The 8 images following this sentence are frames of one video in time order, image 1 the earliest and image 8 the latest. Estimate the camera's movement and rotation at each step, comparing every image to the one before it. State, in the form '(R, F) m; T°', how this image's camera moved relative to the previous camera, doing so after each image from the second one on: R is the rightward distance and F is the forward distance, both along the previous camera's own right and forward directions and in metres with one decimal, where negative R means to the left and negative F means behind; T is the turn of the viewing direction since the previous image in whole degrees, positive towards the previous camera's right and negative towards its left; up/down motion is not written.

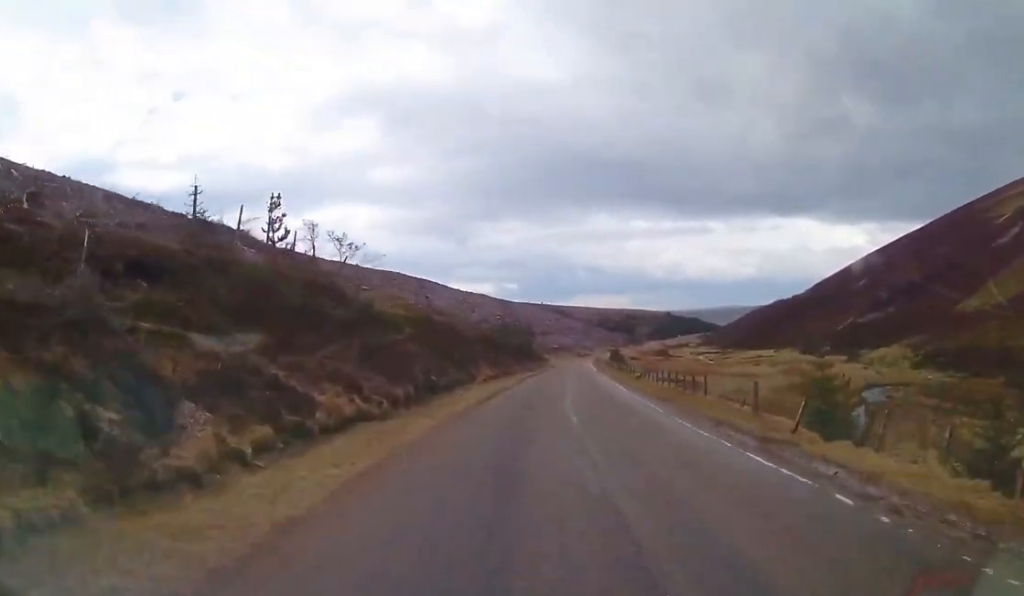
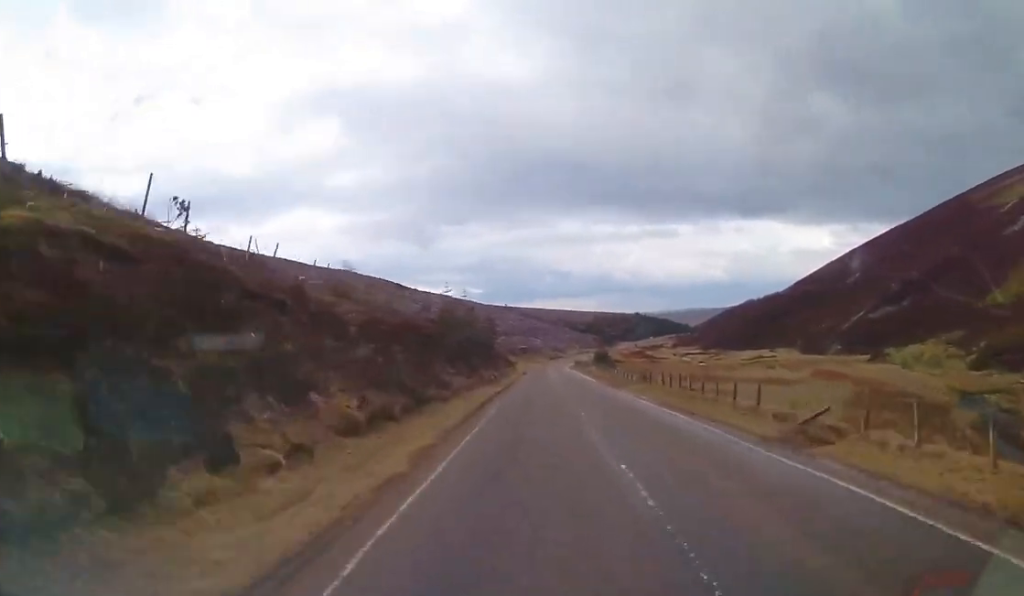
(+0.3, +26.5) m; +1°
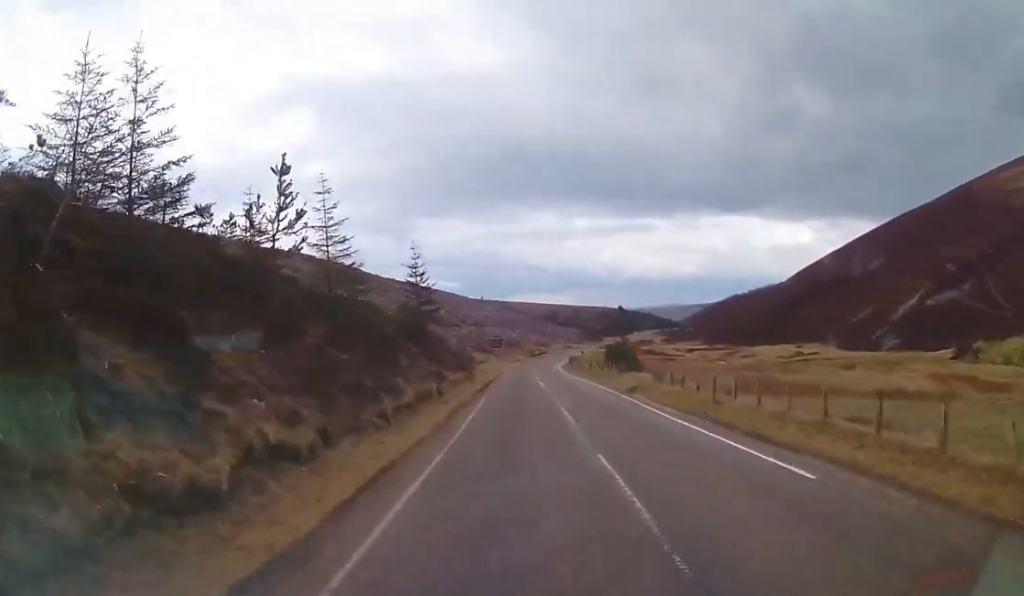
(+0.6, +37.4) m; +3°
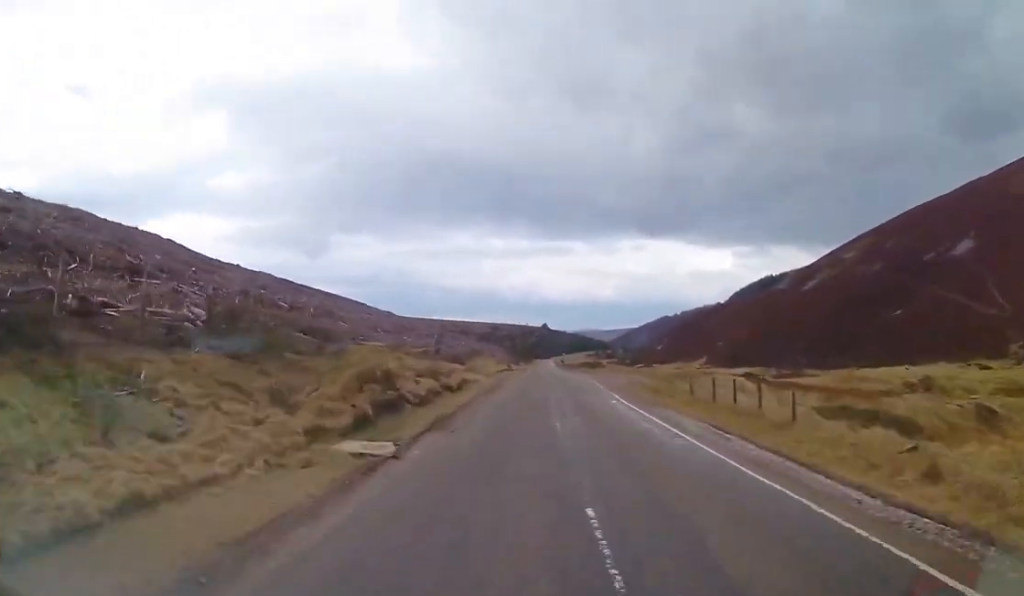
(+6.6, +95.0) m; +8°
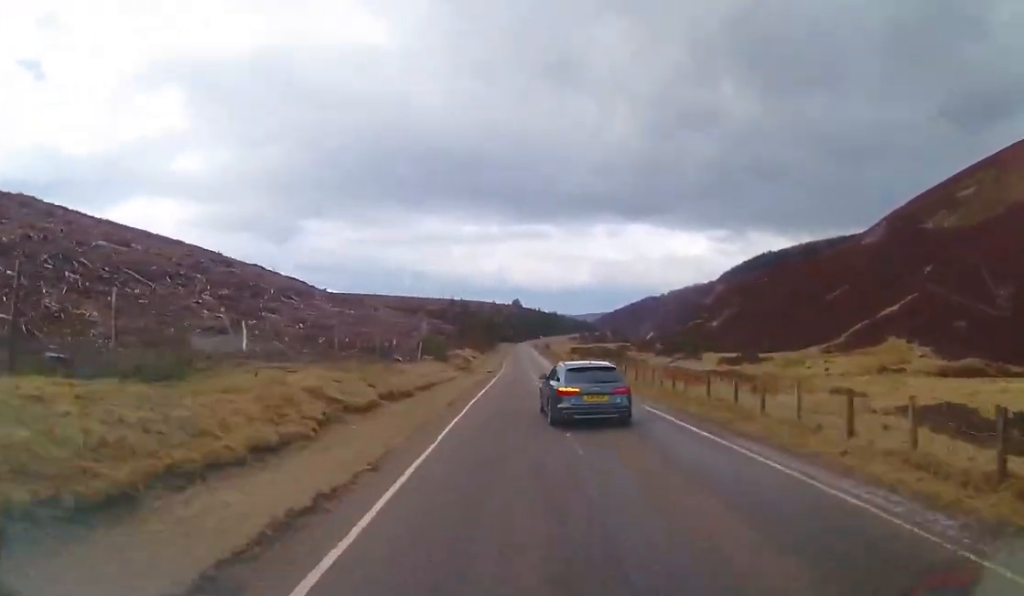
(+2.7, +106.2) m; +2°
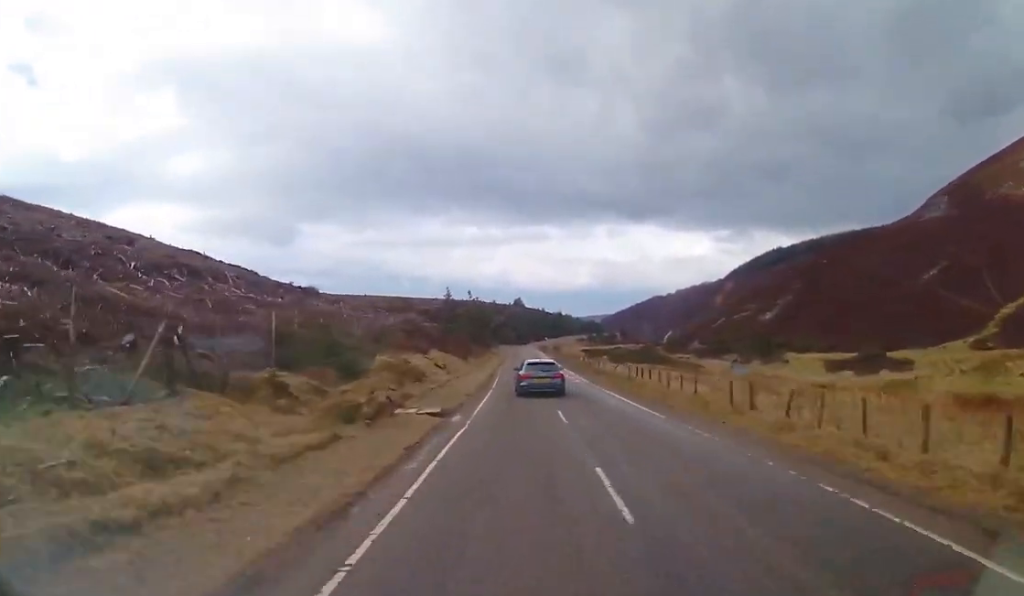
(+0.2, +31.8) m; 0°
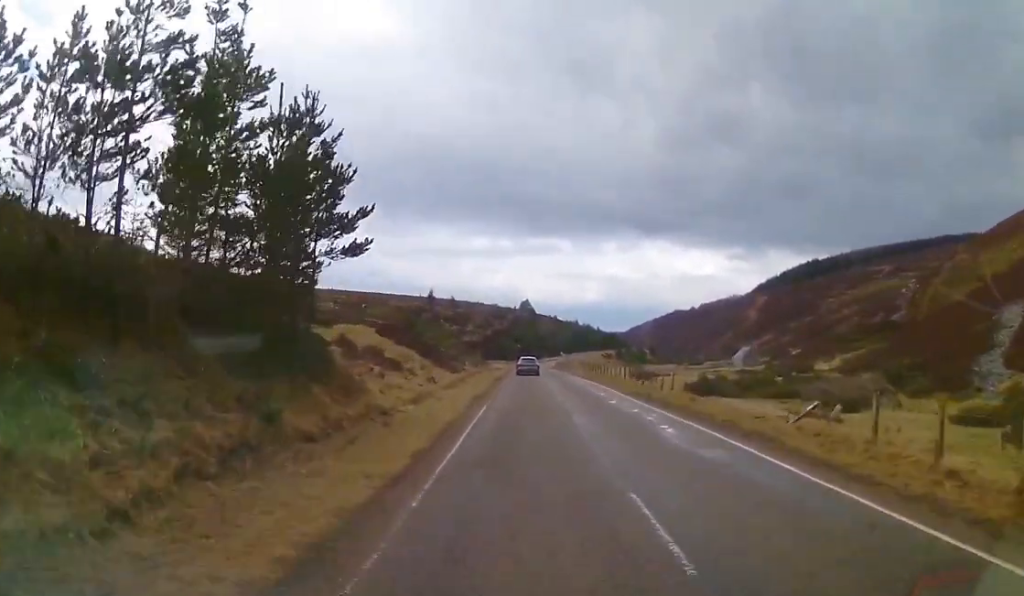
(+0.7, +85.9) m; 0°
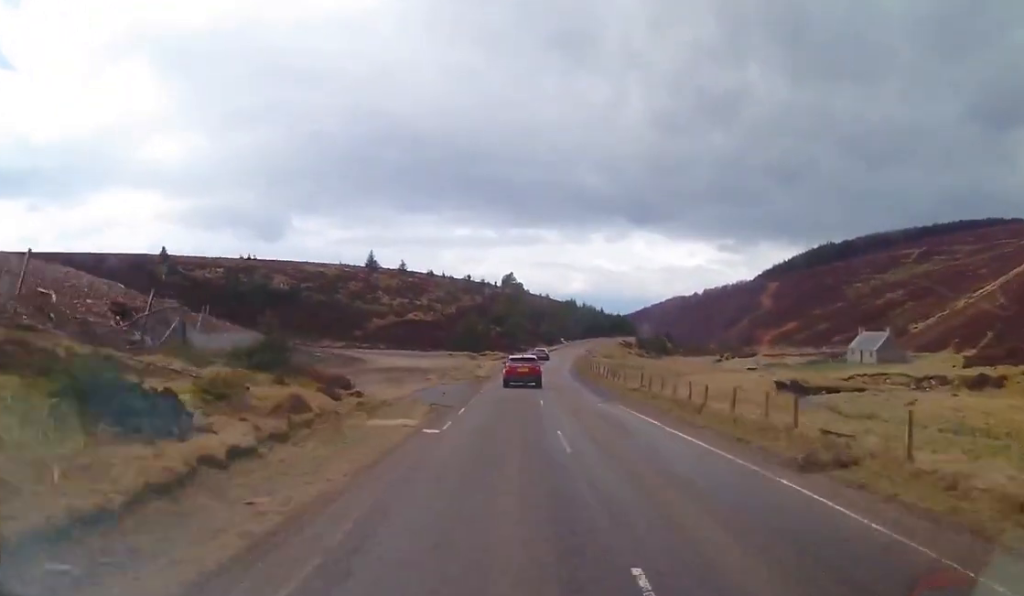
(-0.1, +77.0) m; +2°
